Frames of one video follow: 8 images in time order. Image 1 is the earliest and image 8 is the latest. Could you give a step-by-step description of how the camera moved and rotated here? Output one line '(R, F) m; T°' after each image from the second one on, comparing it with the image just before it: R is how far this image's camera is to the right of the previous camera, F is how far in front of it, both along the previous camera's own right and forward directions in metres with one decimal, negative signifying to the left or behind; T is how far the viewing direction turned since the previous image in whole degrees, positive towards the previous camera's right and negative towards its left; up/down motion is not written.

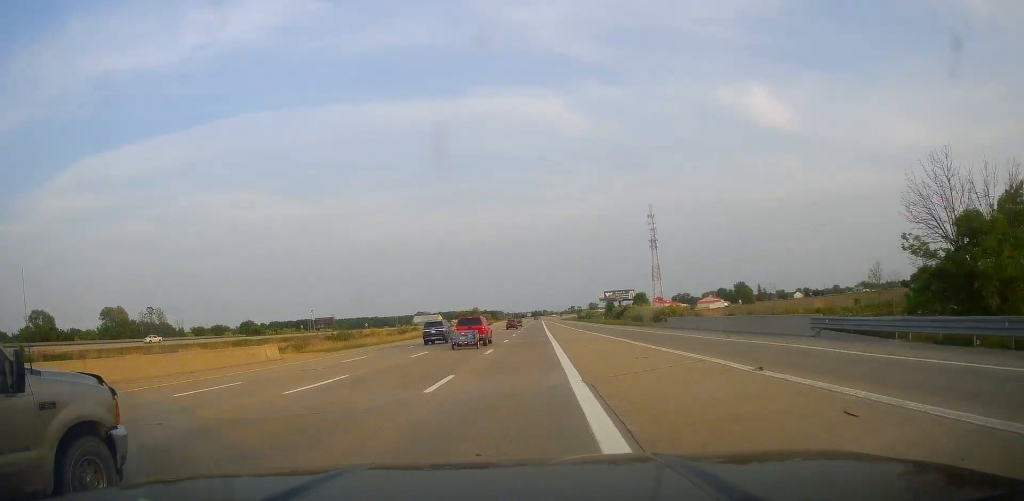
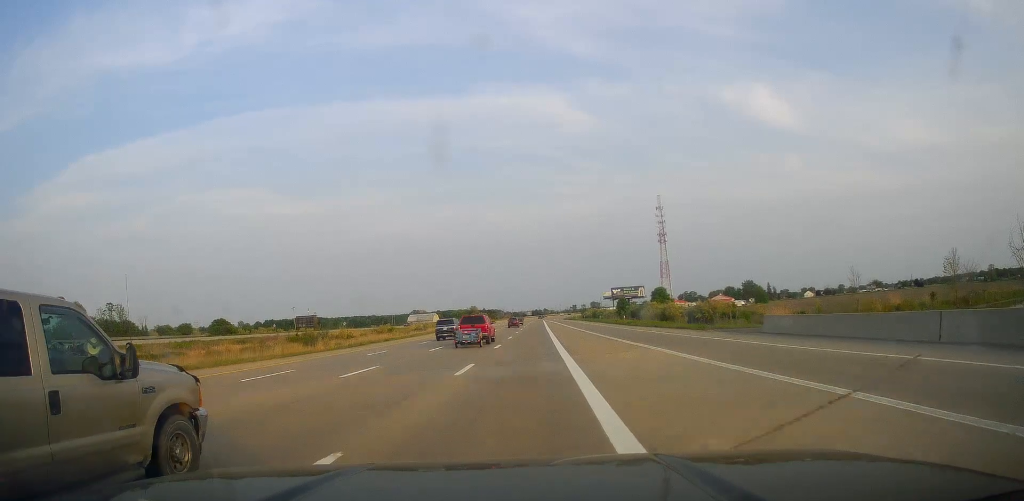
(-0.2, +26.1) m; 0°
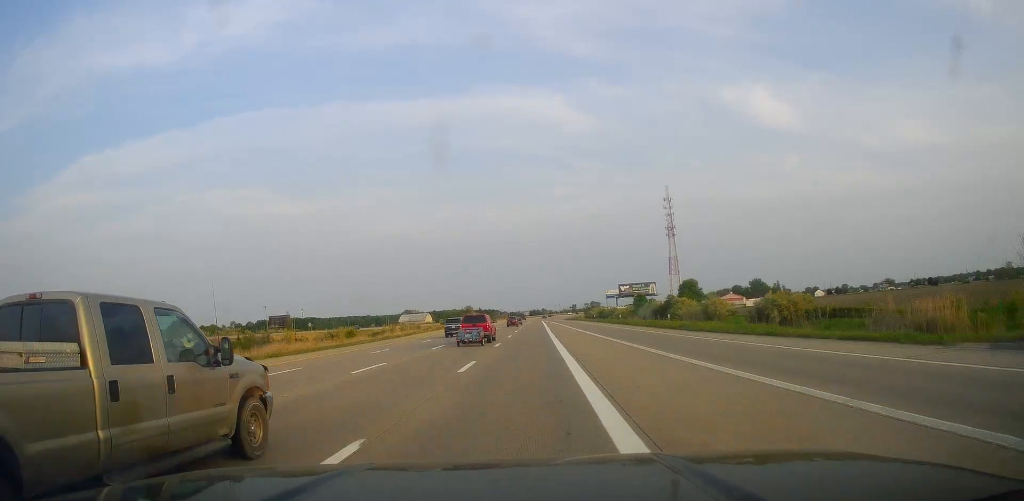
(+0.2, +29.4) m; 0°
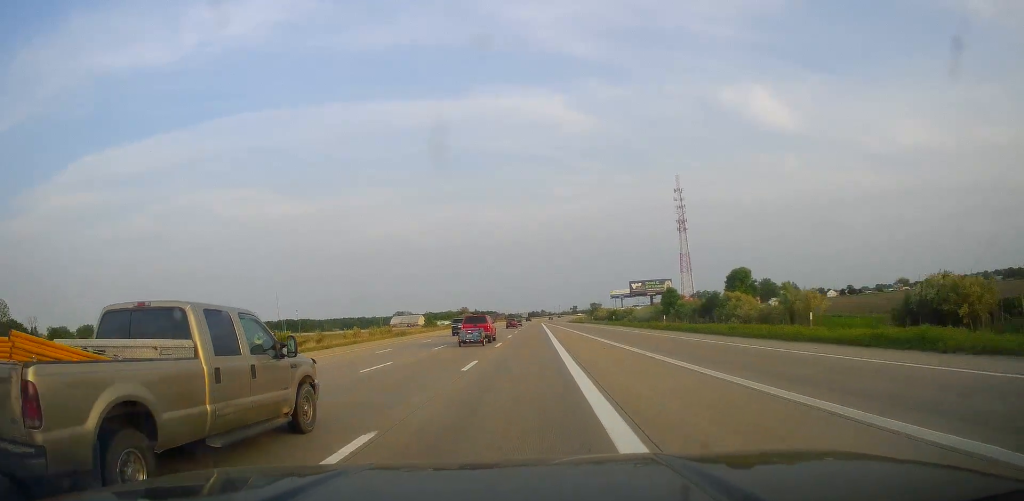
(-0.1, +29.5) m; 0°
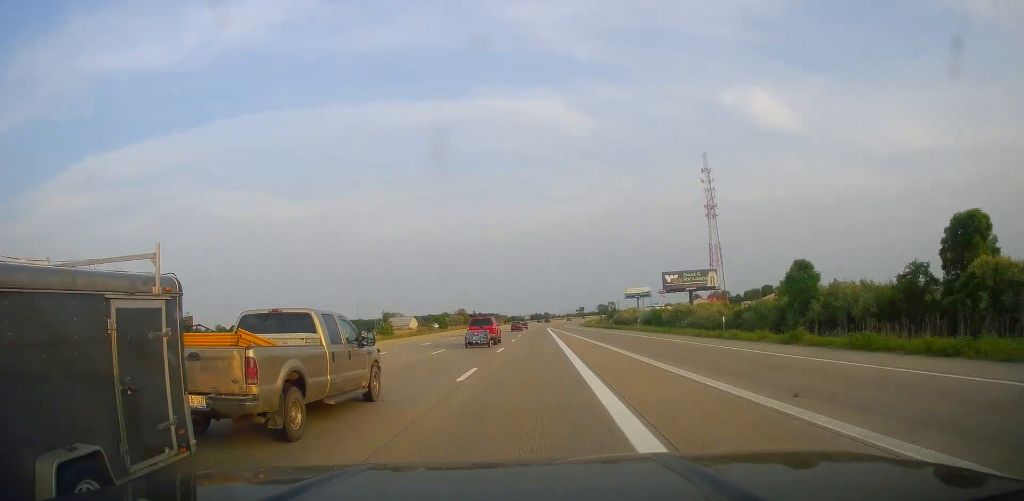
(+0.8, +49.2) m; +2°
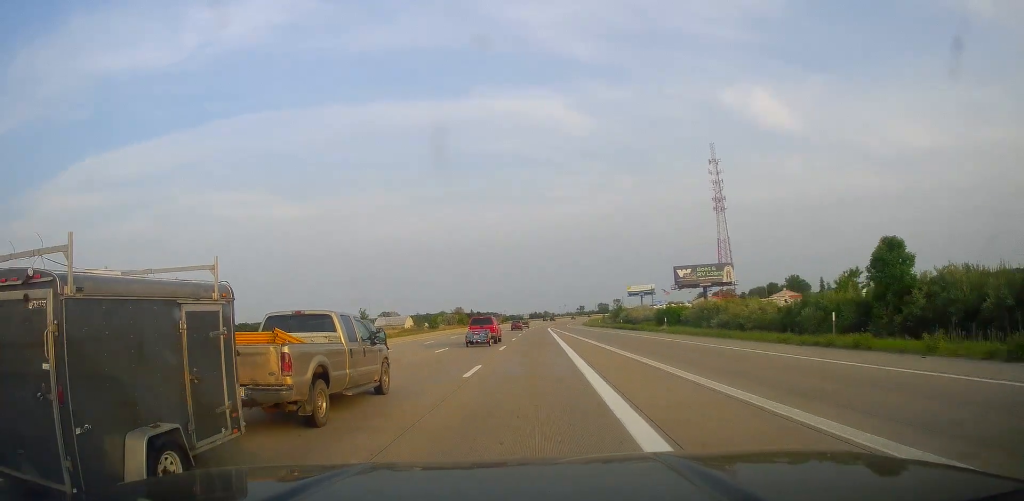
(+0.1, +14.3) m; 0°
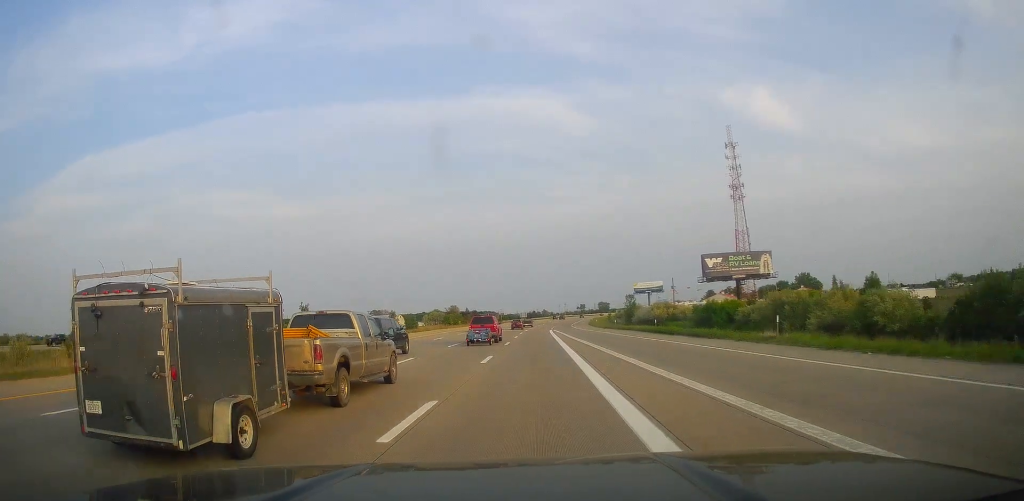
(-0.2, +25.2) m; -1°
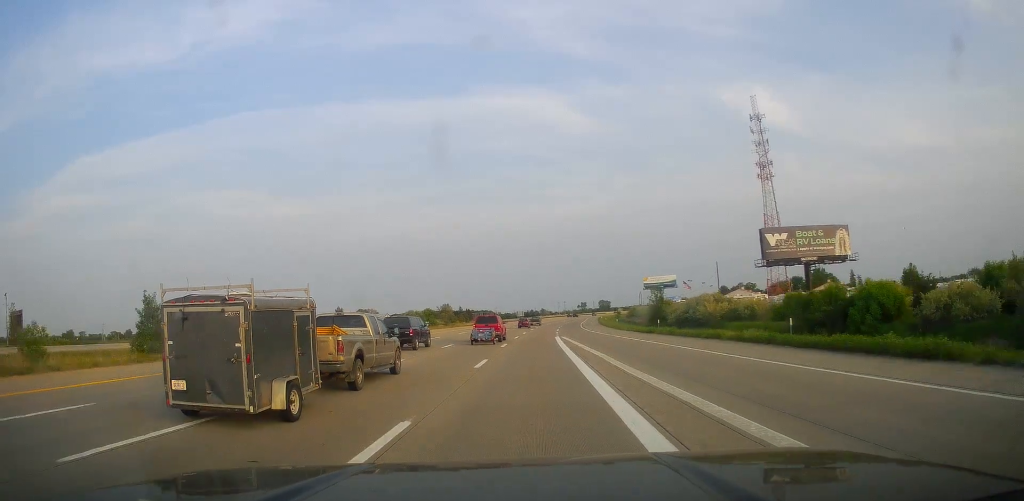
(-0.6, +32.9) m; +1°
